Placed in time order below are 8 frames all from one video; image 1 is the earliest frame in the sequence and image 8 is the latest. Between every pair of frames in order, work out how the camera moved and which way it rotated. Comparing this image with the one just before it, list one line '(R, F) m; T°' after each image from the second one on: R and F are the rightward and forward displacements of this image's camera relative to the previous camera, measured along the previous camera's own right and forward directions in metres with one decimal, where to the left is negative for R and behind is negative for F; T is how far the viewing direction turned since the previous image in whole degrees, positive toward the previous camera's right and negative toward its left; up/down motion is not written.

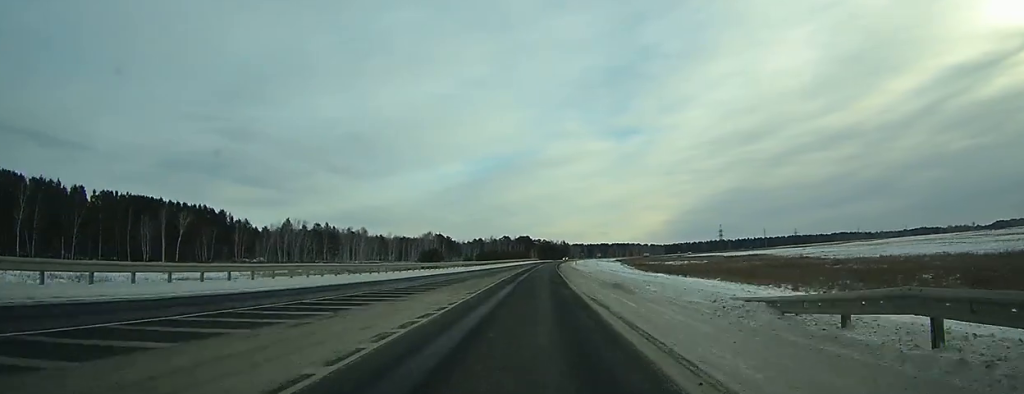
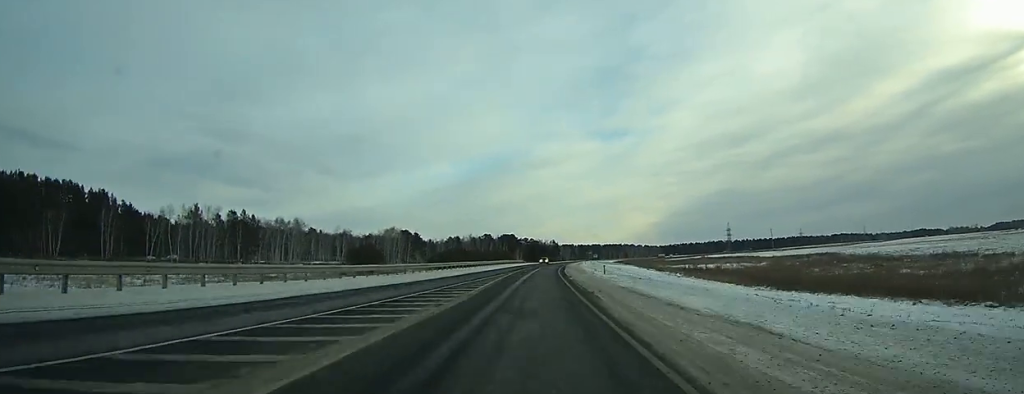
(+0.6, +60.6) m; +1°
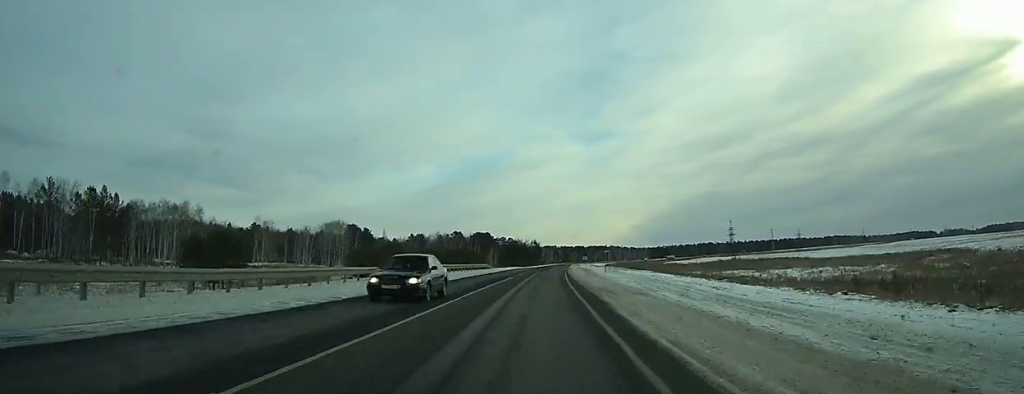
(+0.7, +55.3) m; +2°
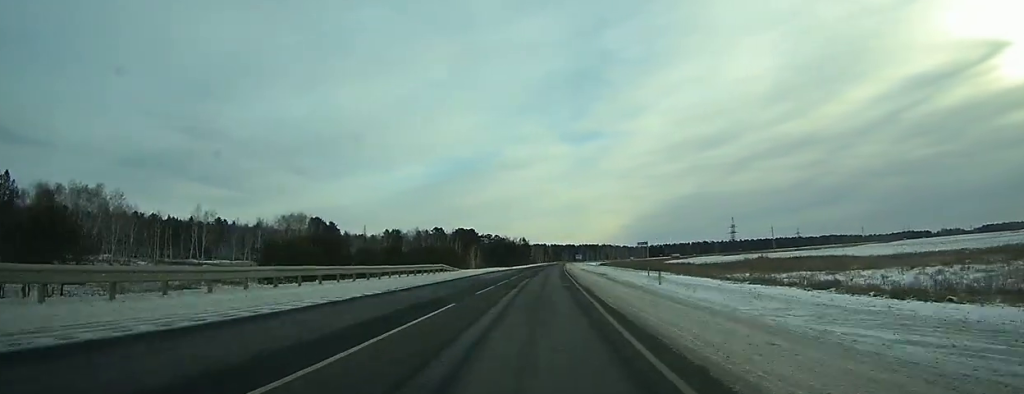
(+0.1, +27.1) m; +1°
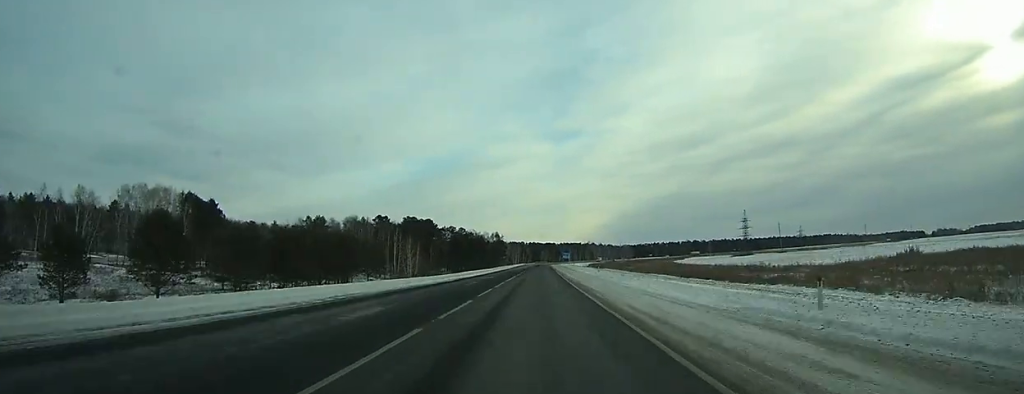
(+1.2, +60.7) m; +2°
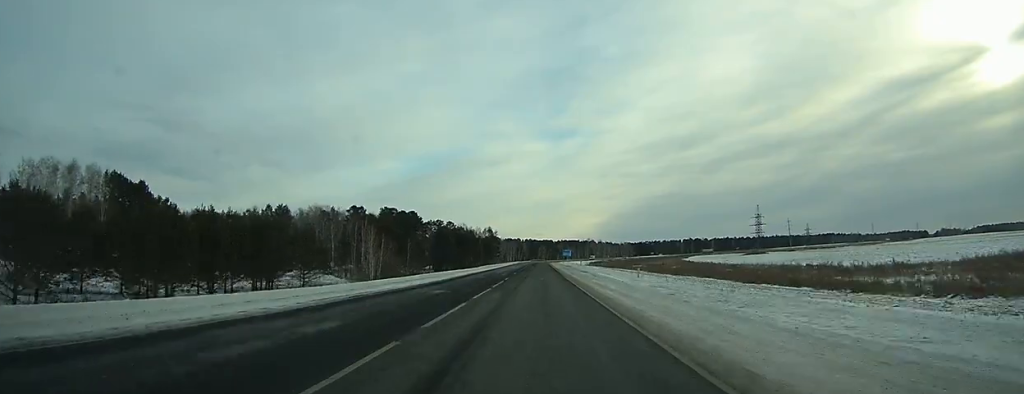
(+0.1, +24.9) m; 0°
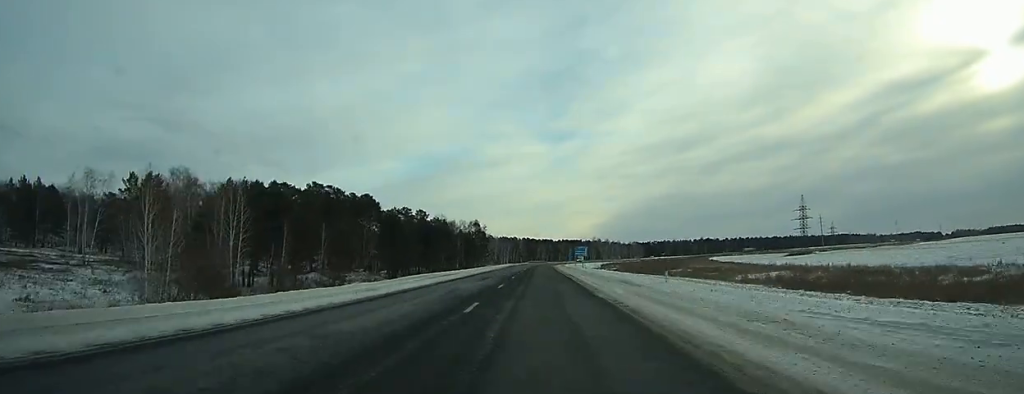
(+0.3, +55.4) m; +1°
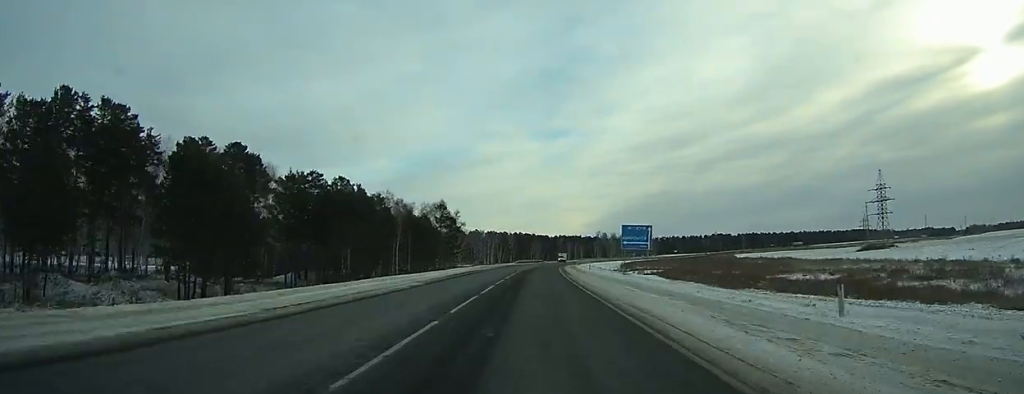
(+0.4, +62.8) m; +1°
